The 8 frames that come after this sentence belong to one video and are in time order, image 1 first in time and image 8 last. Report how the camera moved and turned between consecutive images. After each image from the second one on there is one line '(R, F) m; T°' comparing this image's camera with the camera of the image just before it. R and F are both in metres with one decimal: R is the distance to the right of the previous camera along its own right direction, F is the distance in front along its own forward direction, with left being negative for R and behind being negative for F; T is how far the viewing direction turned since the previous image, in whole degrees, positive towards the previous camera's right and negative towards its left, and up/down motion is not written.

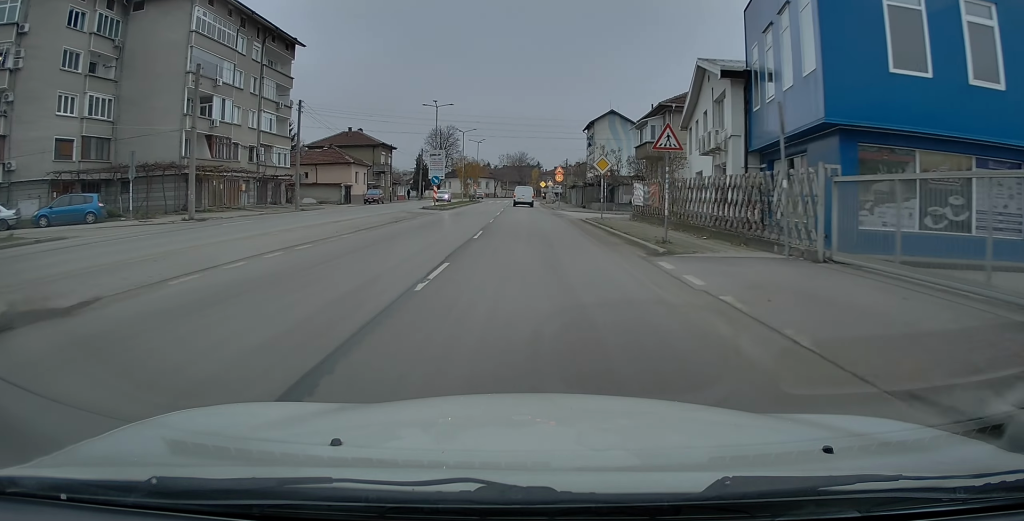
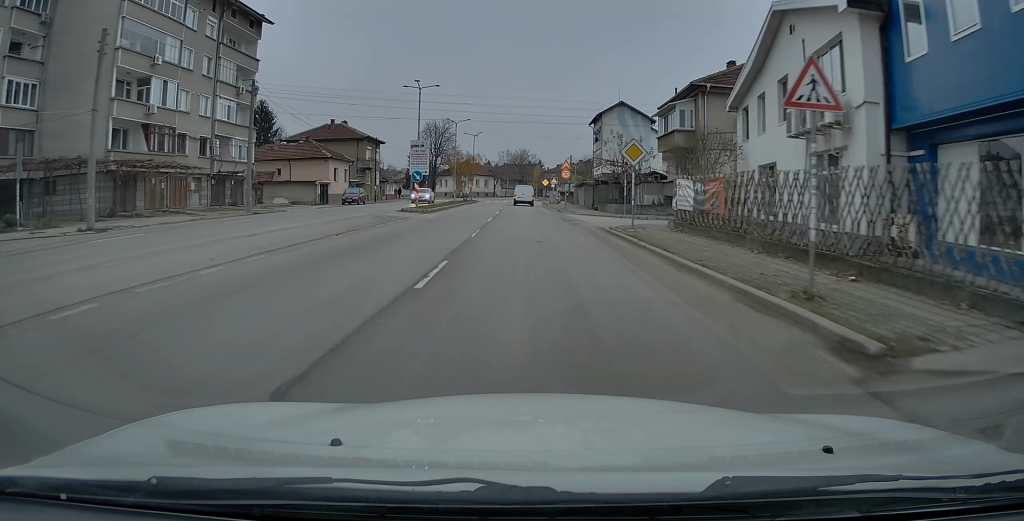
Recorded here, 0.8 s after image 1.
(-0.1, +8.7) m; -1°
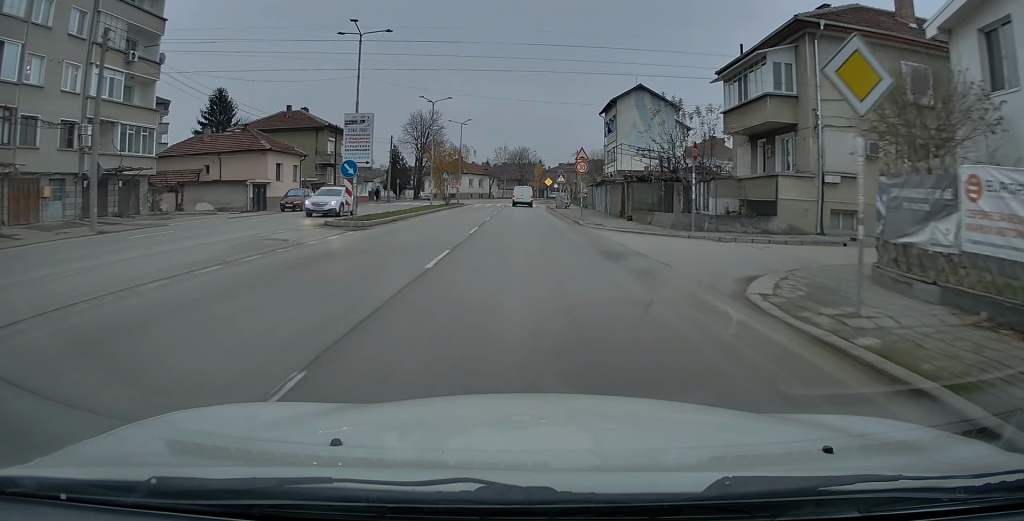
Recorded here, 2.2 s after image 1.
(-0.2, +15.2) m; 0°
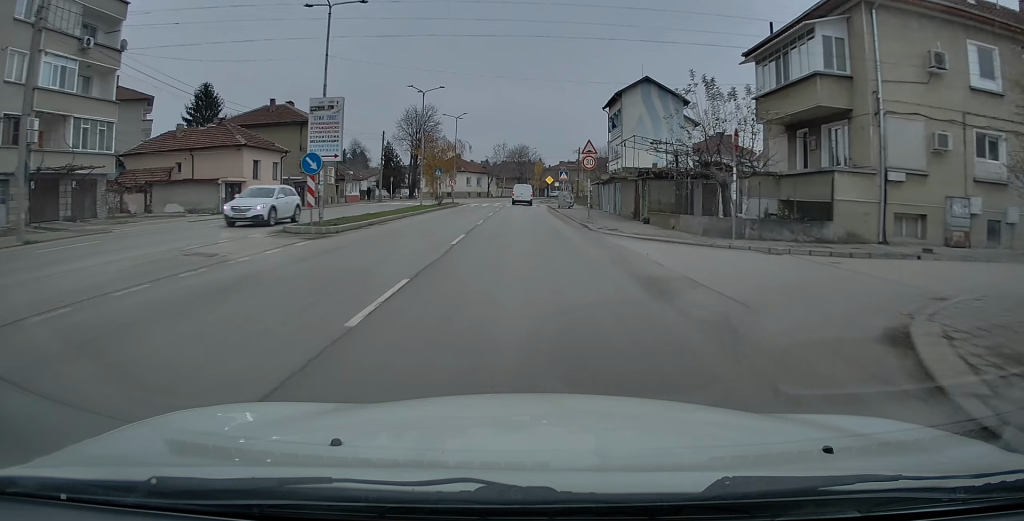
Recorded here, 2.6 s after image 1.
(0.0, +4.4) m; 0°
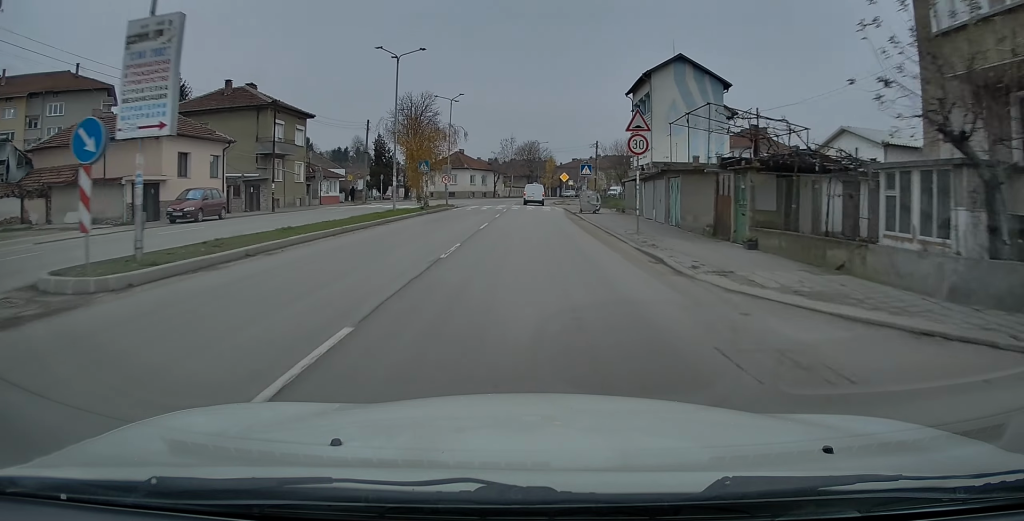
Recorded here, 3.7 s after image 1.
(+0.1, +11.7) m; 0°
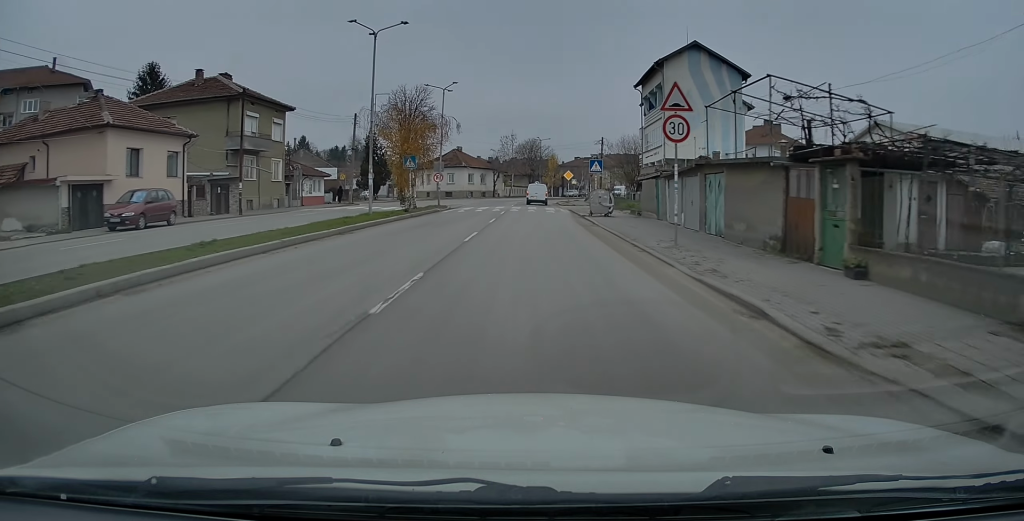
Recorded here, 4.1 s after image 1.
(-0.1, +5.1) m; 0°
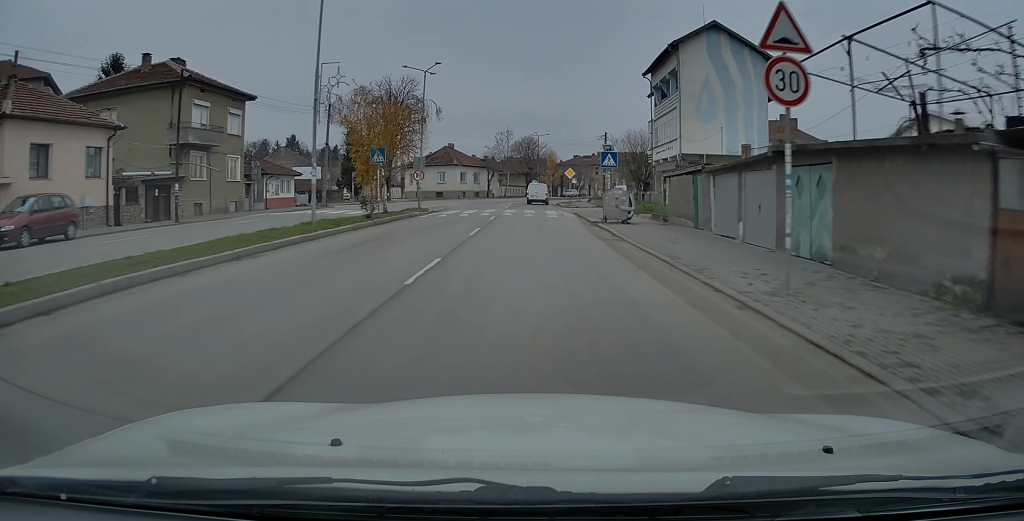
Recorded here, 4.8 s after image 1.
(0.0, +6.9) m; 0°
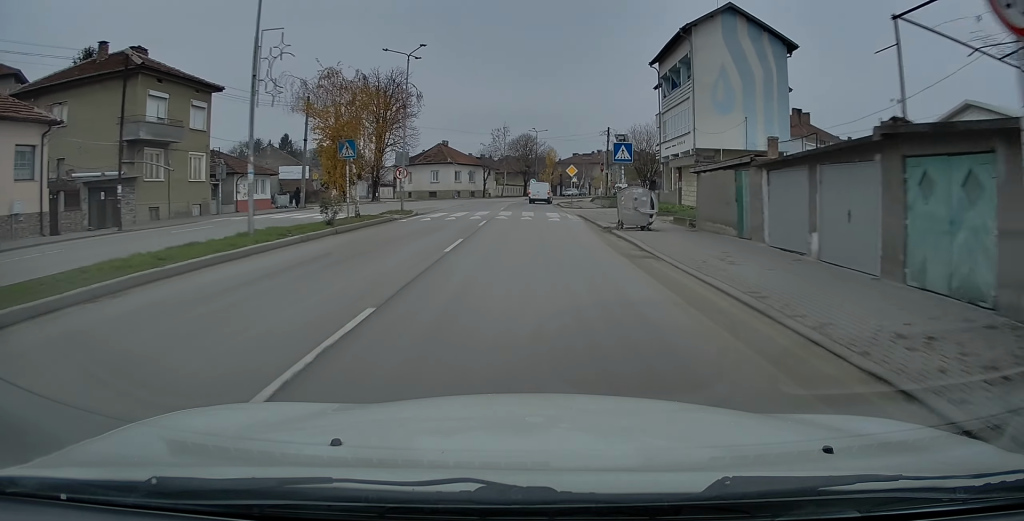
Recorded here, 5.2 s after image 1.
(+0.1, +4.7) m; 0°
